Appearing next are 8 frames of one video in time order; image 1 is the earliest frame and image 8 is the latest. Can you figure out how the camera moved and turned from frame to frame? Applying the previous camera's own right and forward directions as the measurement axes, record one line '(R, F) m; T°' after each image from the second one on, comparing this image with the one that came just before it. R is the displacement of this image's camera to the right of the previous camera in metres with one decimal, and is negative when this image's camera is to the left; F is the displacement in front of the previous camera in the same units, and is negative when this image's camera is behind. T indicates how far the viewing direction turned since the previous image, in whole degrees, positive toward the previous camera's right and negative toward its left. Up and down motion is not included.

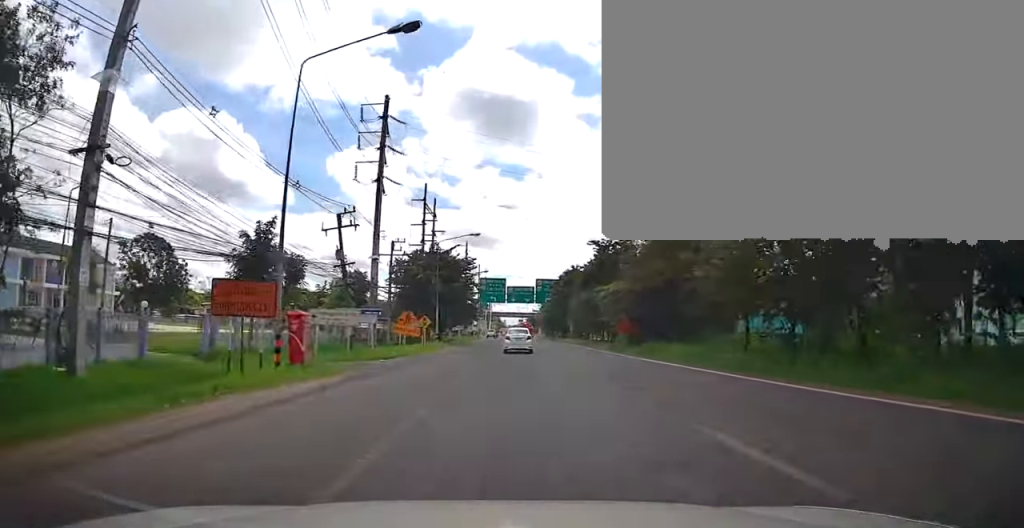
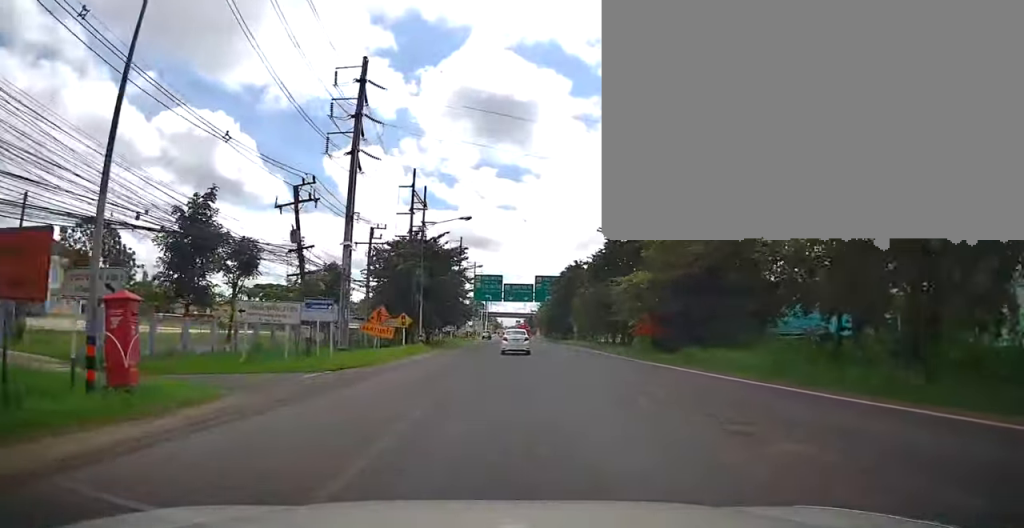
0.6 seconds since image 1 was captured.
(0.0, +7.4) m; +1°
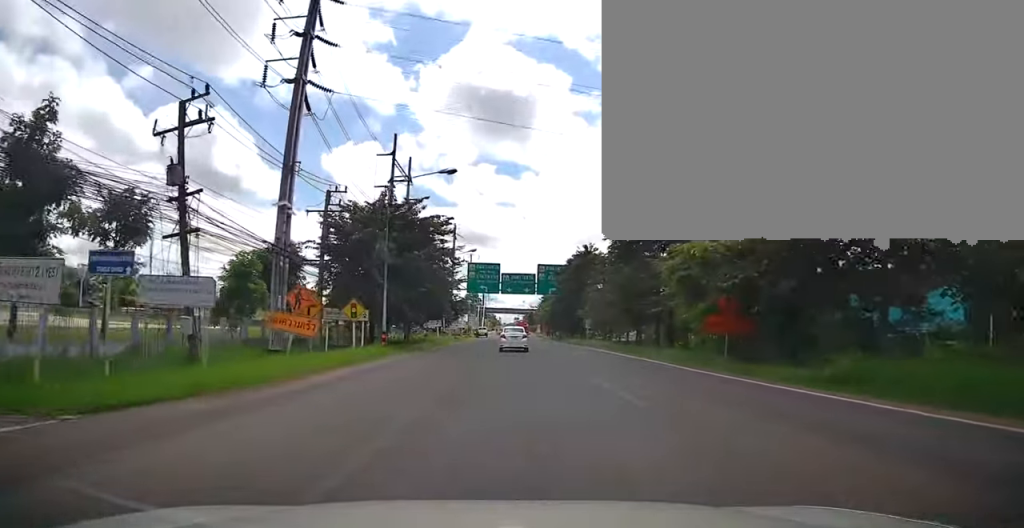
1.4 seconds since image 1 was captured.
(+0.2, +10.9) m; +1°
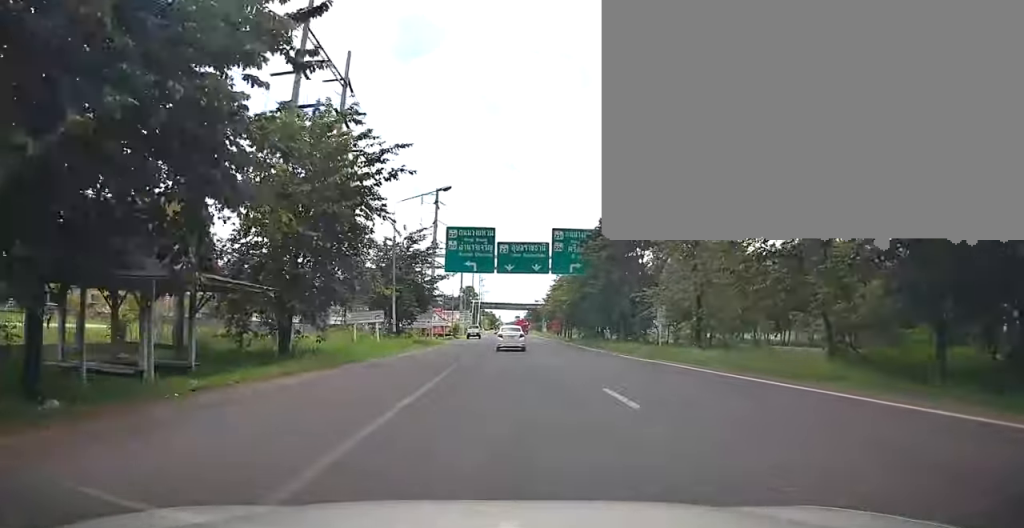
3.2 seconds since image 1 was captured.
(-0.1, +24.9) m; -2°
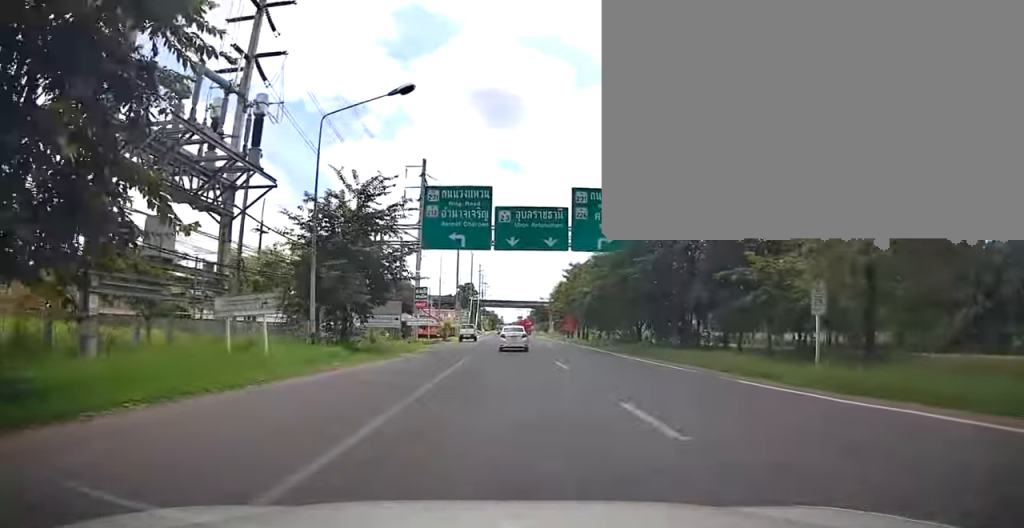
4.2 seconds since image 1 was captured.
(0.0, +14.1) m; 0°
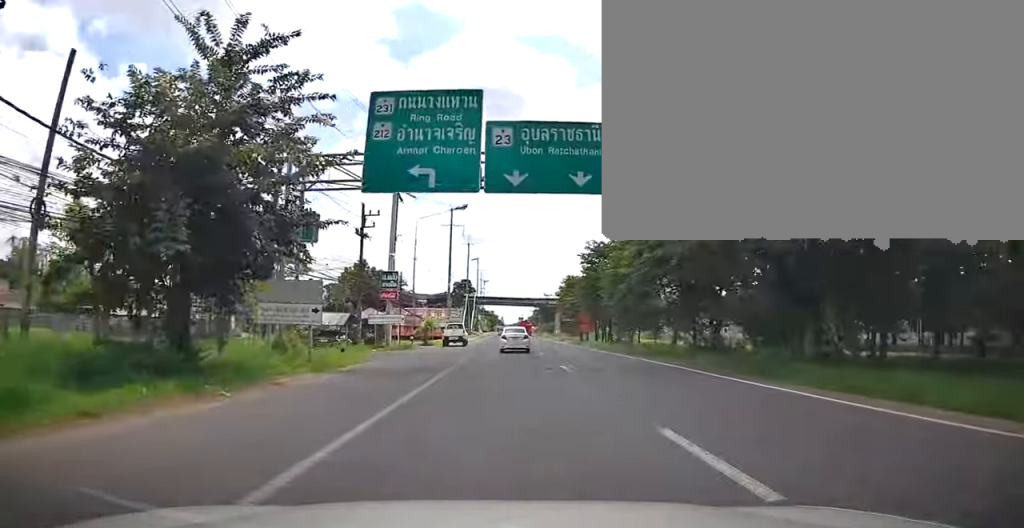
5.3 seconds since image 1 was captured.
(+0.1, +14.6) m; 0°
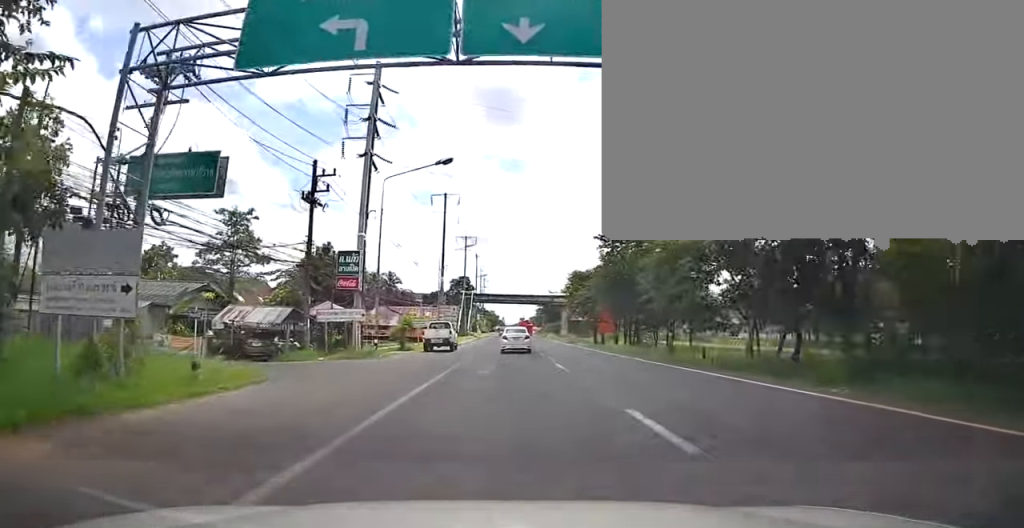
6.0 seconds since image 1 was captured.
(+0.1, +10.7) m; -2°
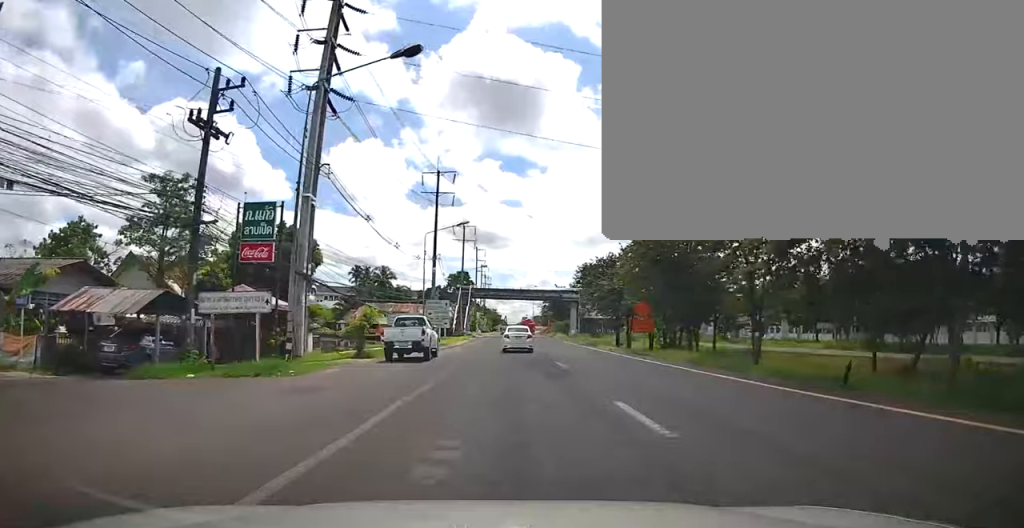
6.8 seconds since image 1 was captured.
(-0.6, +11.5) m; -1°
